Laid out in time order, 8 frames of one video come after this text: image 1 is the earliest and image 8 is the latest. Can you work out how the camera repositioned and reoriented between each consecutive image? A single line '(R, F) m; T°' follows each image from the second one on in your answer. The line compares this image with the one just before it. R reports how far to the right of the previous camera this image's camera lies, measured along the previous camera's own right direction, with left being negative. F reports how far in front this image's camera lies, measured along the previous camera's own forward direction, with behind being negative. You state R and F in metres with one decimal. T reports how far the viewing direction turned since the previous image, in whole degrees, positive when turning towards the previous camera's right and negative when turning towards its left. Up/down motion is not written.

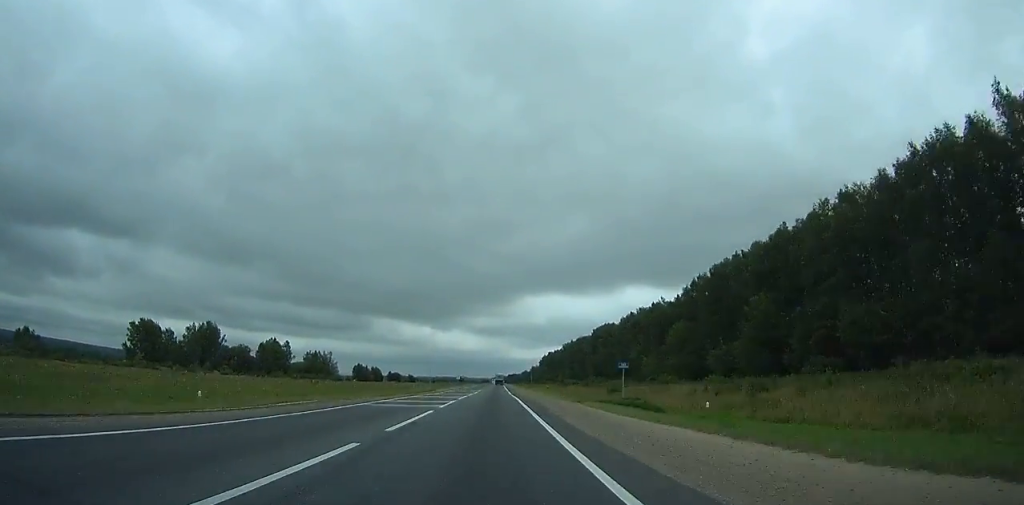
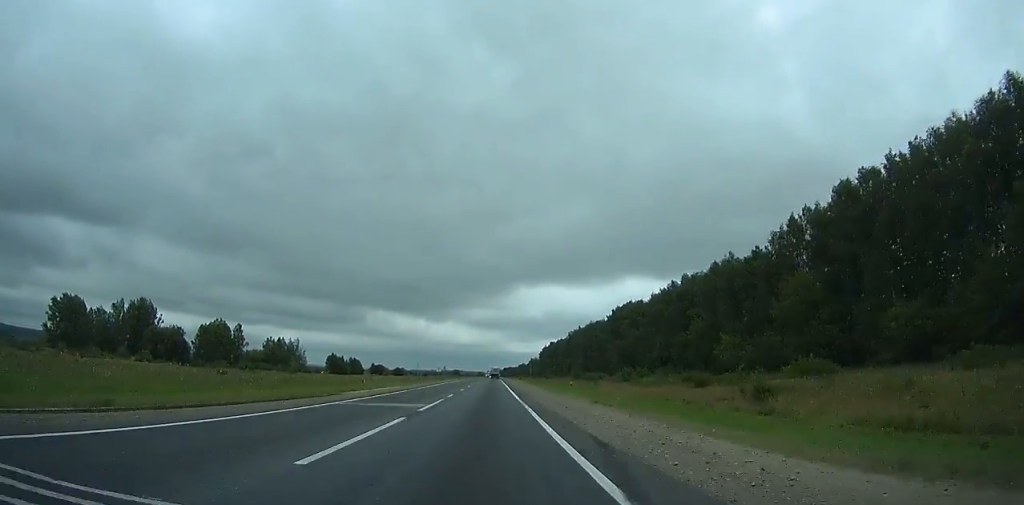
(+0.1, +54.1) m; 0°
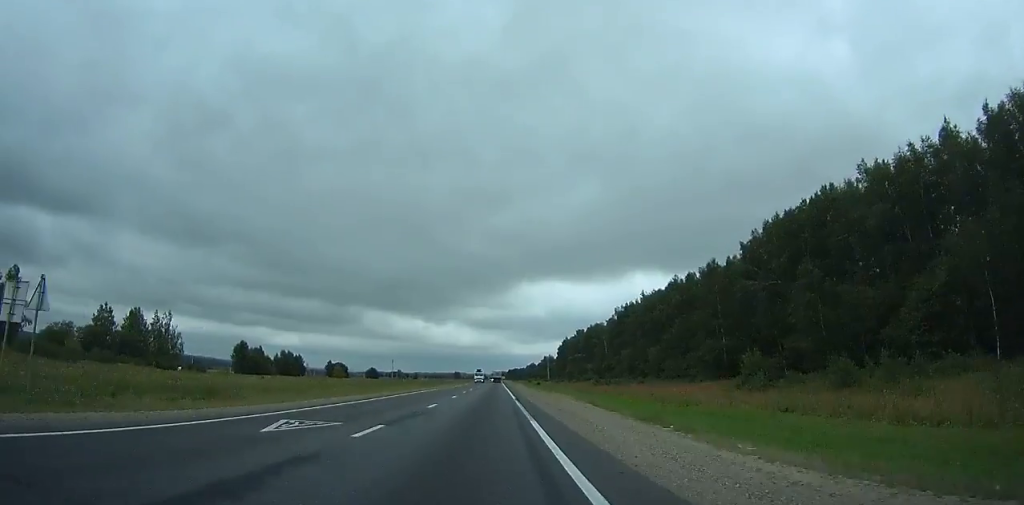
(0.0, +128.6) m; 0°
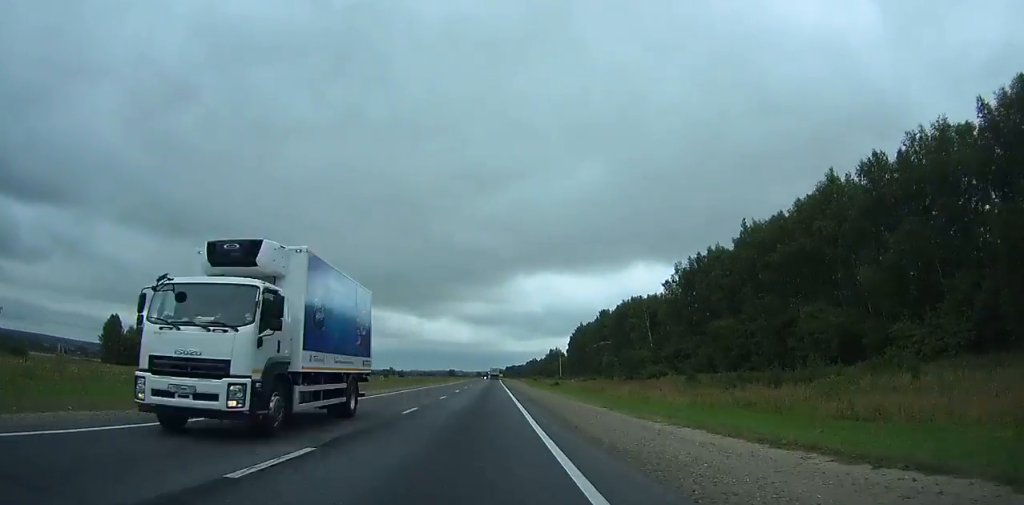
(0.0, +76.8) m; 0°
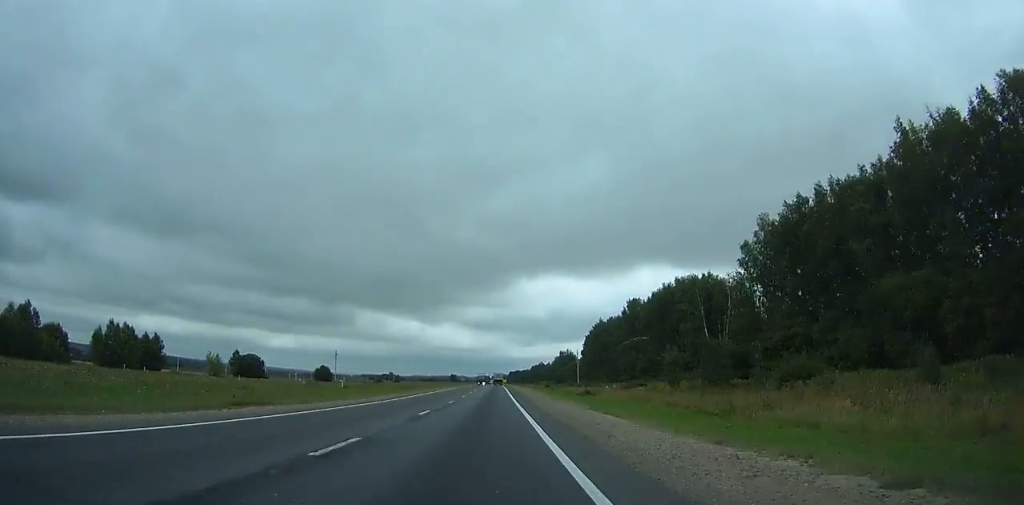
(0.0, +46.0) m; 0°
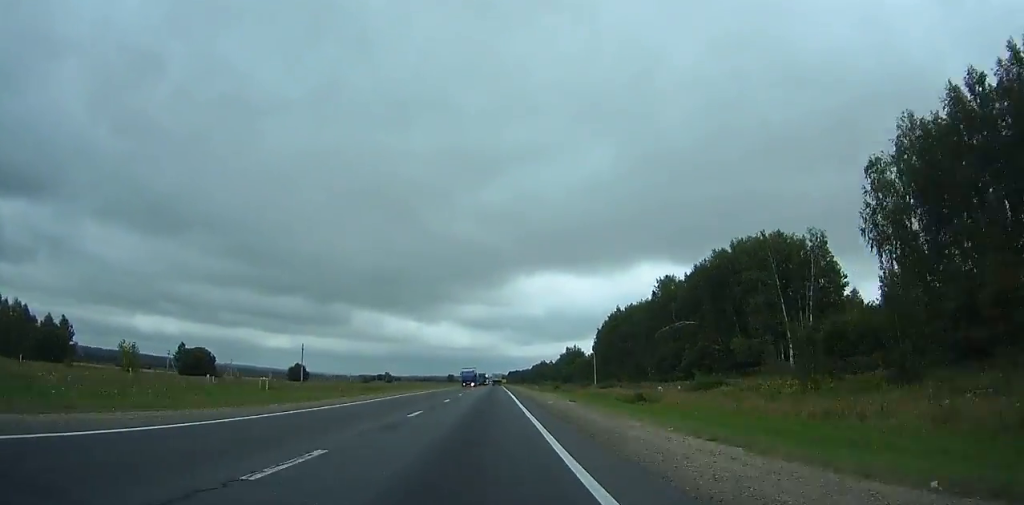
(-0.1, +38.2) m; 0°
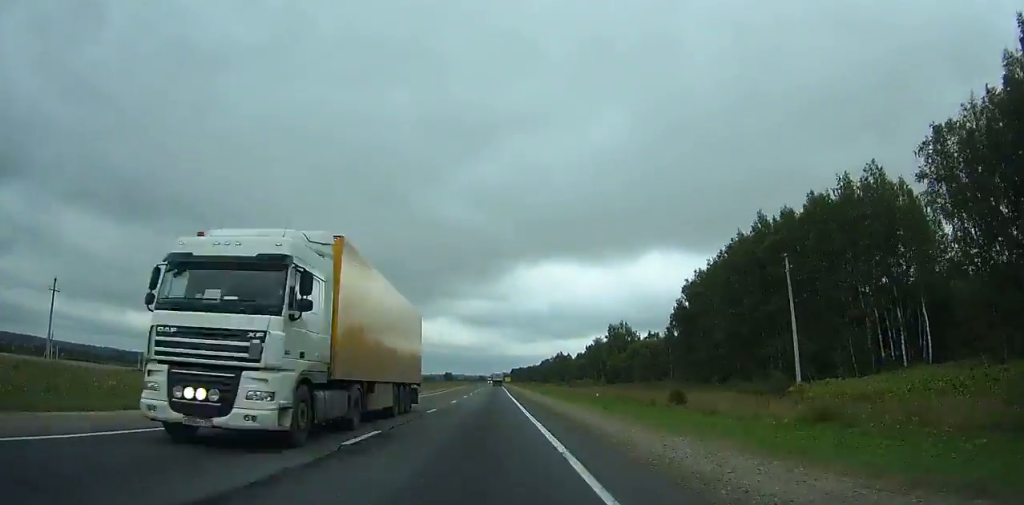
(+0.2, +117.6) m; 0°
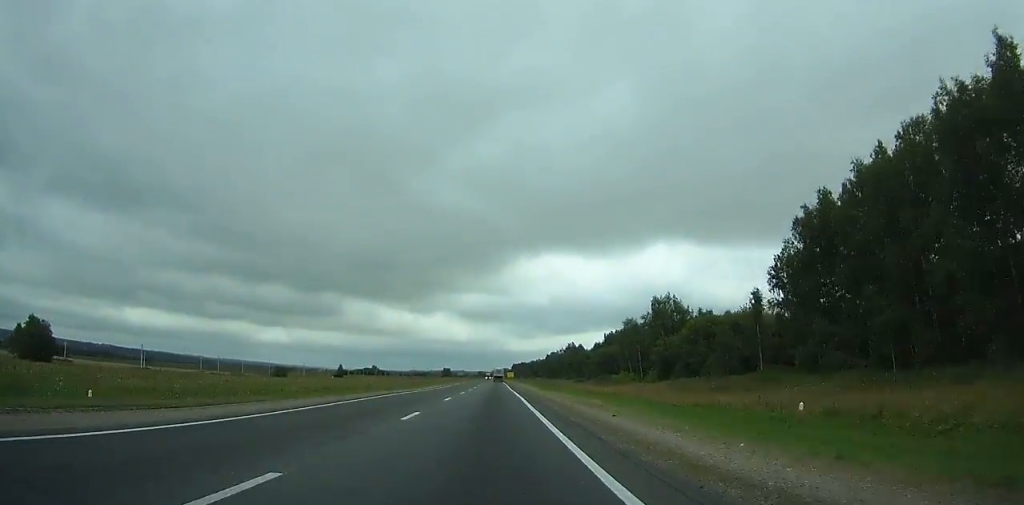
(-0.1, +54.3) m; 0°
